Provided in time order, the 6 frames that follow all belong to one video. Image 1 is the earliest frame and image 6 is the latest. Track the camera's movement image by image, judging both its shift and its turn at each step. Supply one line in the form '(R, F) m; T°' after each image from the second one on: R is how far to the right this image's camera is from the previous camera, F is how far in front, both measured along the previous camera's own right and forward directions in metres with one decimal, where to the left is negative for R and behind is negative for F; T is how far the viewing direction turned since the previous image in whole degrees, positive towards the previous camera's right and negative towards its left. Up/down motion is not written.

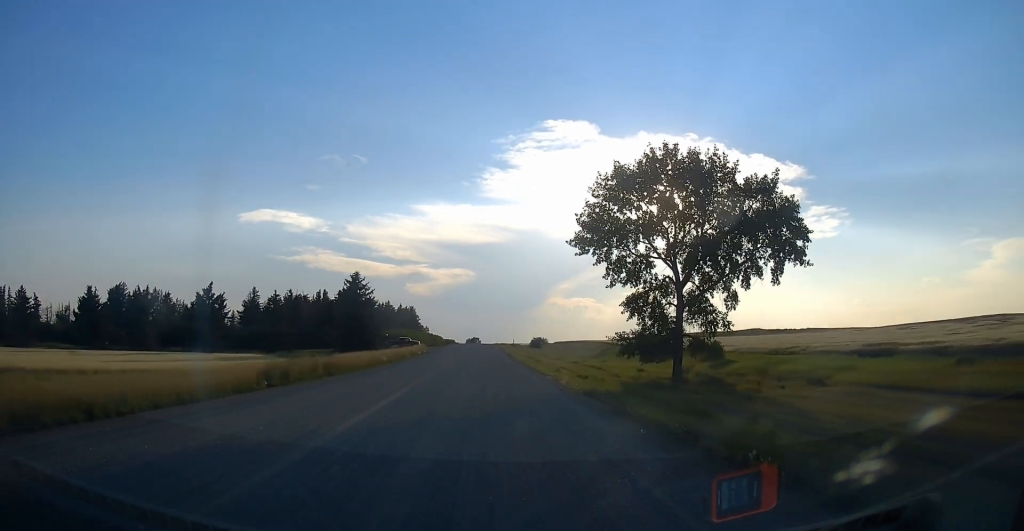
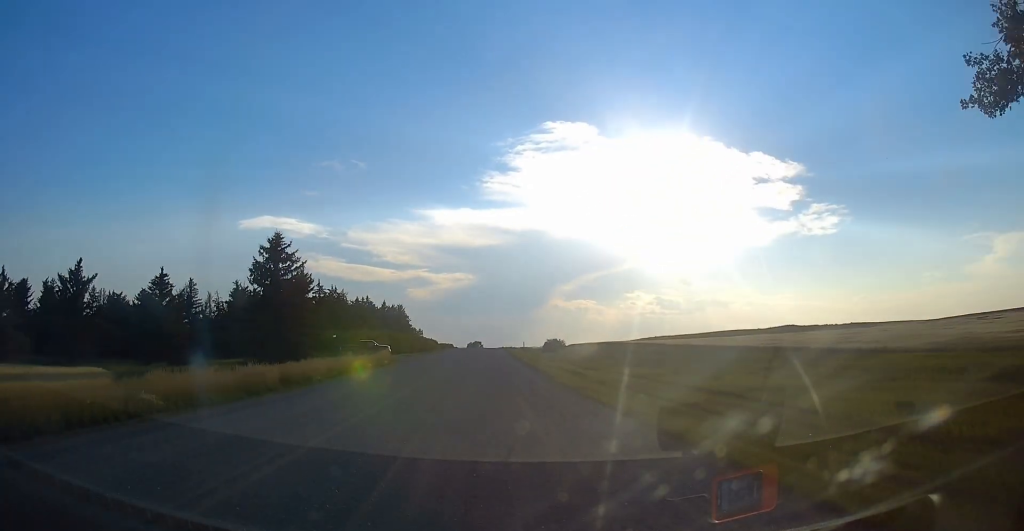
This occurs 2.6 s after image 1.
(0.0, +36.3) m; +2°
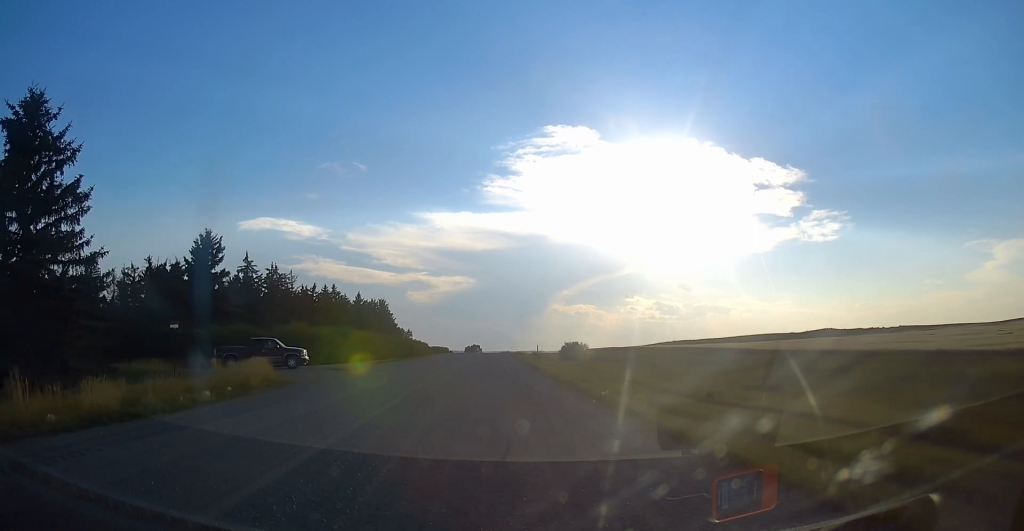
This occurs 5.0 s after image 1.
(-0.2, +35.1) m; -2°
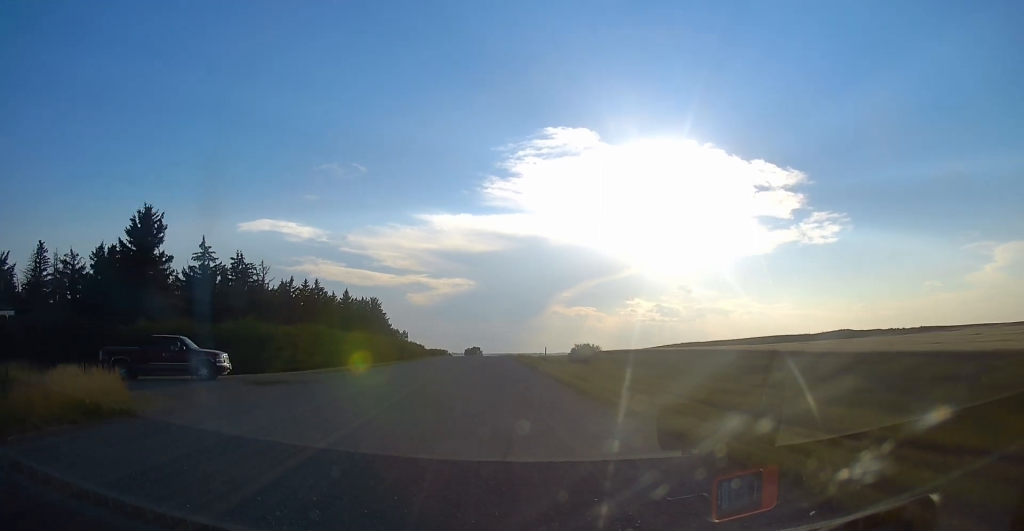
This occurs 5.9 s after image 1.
(0.0, +12.7) m; 0°
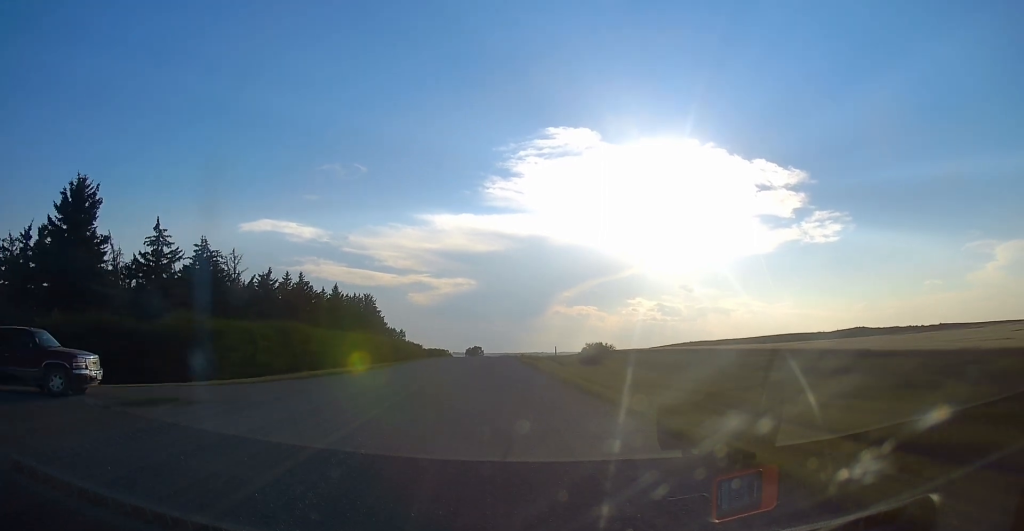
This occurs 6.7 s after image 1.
(0.0, +10.2) m; 0°
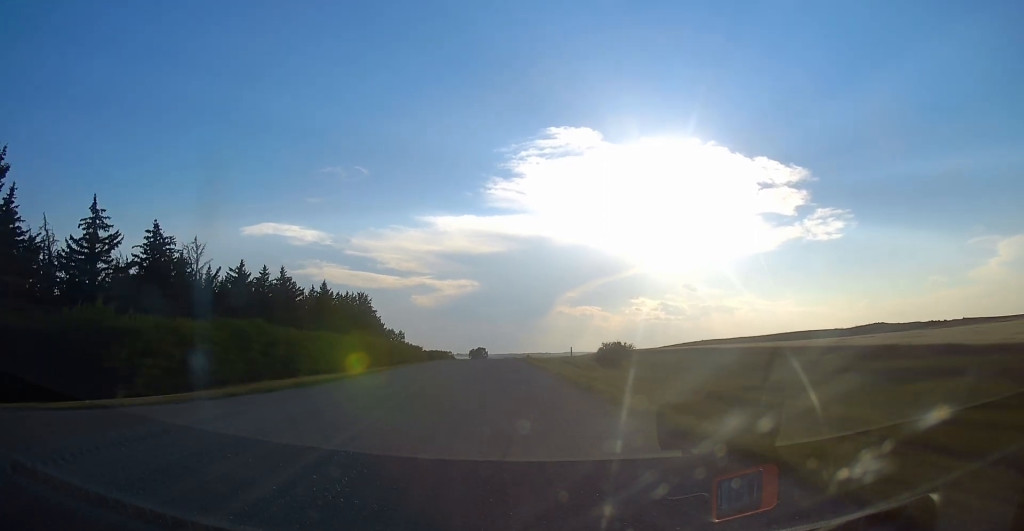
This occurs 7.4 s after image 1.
(0.0, +10.5) m; 0°
